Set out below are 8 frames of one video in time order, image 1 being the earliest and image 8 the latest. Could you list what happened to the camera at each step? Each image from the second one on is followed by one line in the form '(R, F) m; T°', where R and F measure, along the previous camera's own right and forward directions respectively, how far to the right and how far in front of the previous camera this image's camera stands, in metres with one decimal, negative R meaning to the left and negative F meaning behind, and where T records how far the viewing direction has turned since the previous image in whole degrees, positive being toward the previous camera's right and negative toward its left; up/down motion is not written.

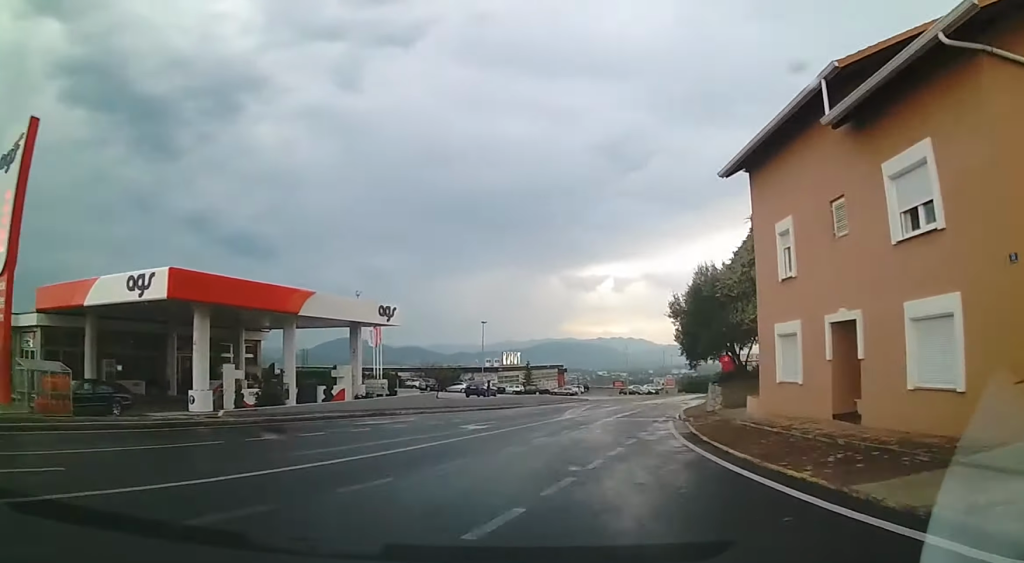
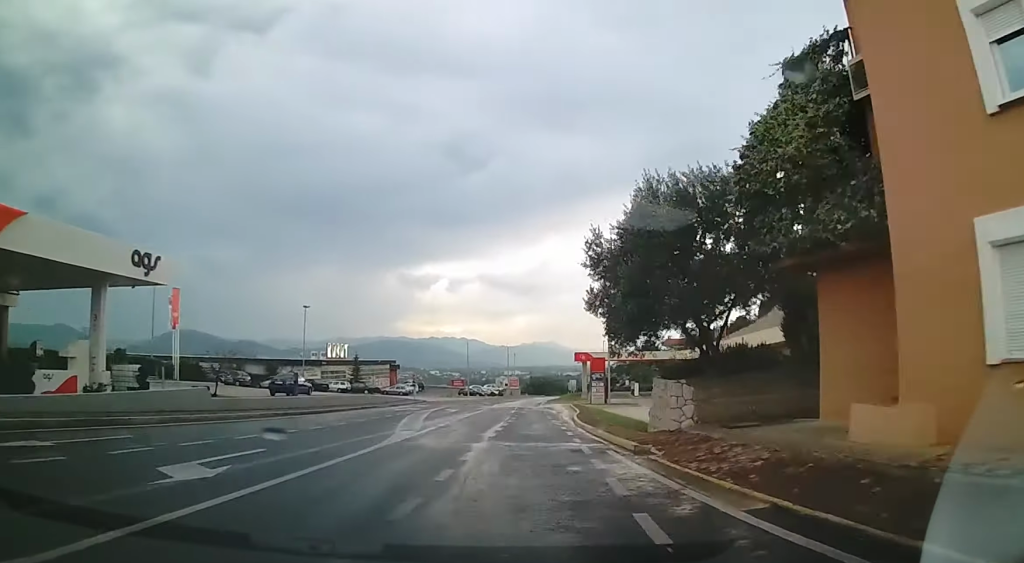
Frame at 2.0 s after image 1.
(-1.0, +16.7) m; -7°
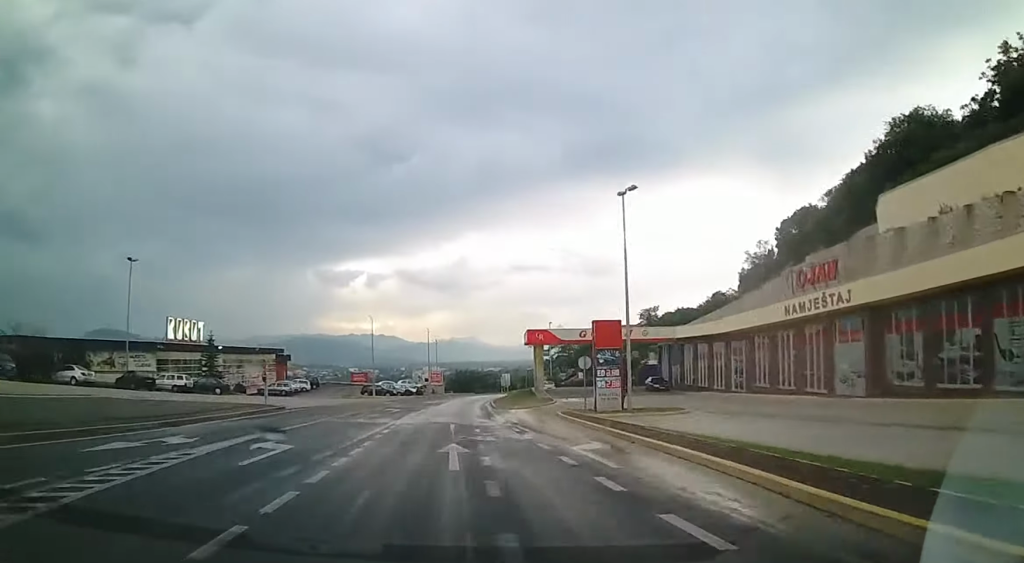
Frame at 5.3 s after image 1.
(-2.7, +30.3) m; -10°
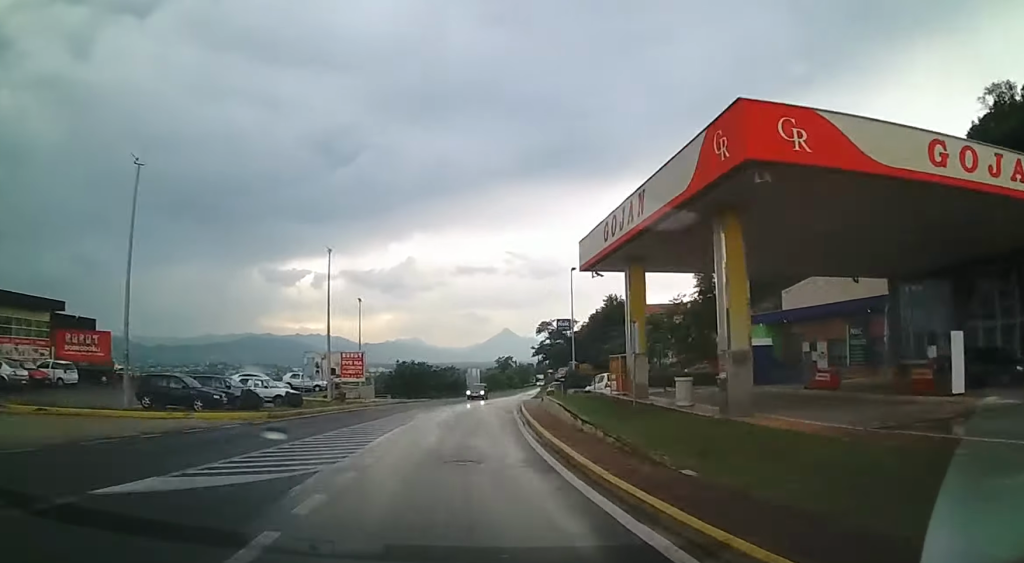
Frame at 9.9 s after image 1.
(-5.7, +50.7) m; -9°
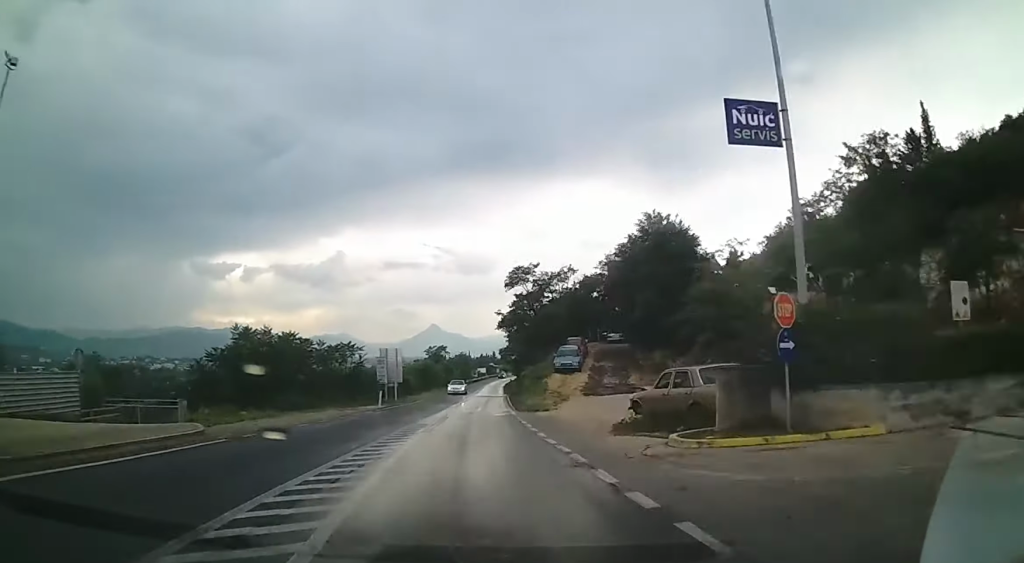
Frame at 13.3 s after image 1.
(-1.3, +40.9) m; -3°
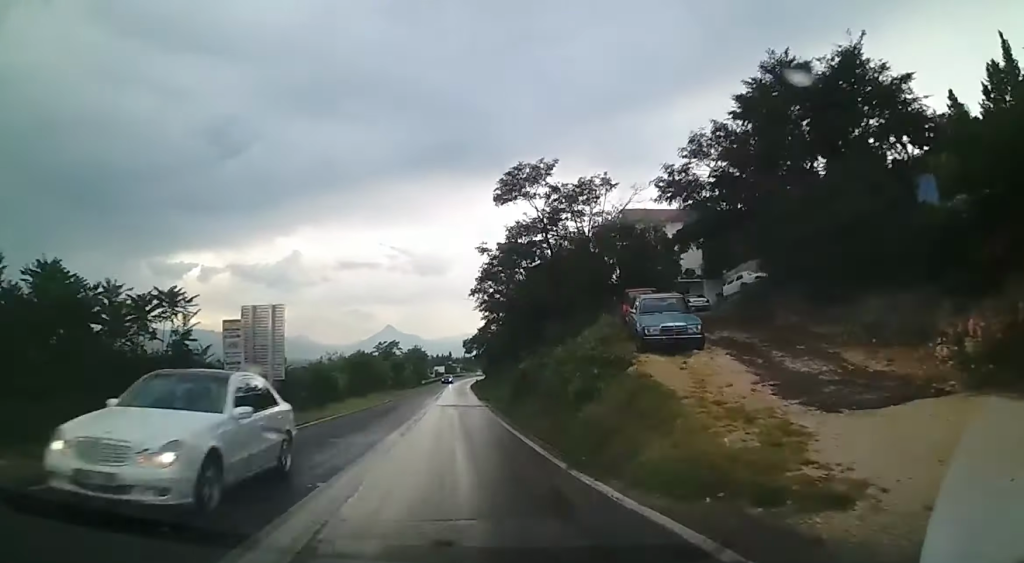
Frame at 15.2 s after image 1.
(-0.3, +20.8) m; -2°
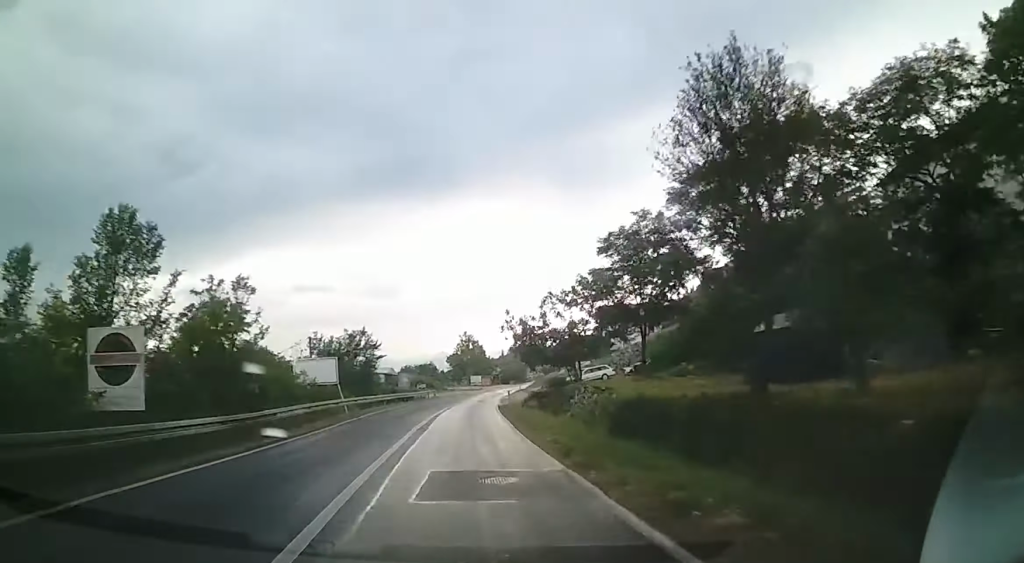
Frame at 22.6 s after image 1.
(-4.6, +94.2) m; -6°
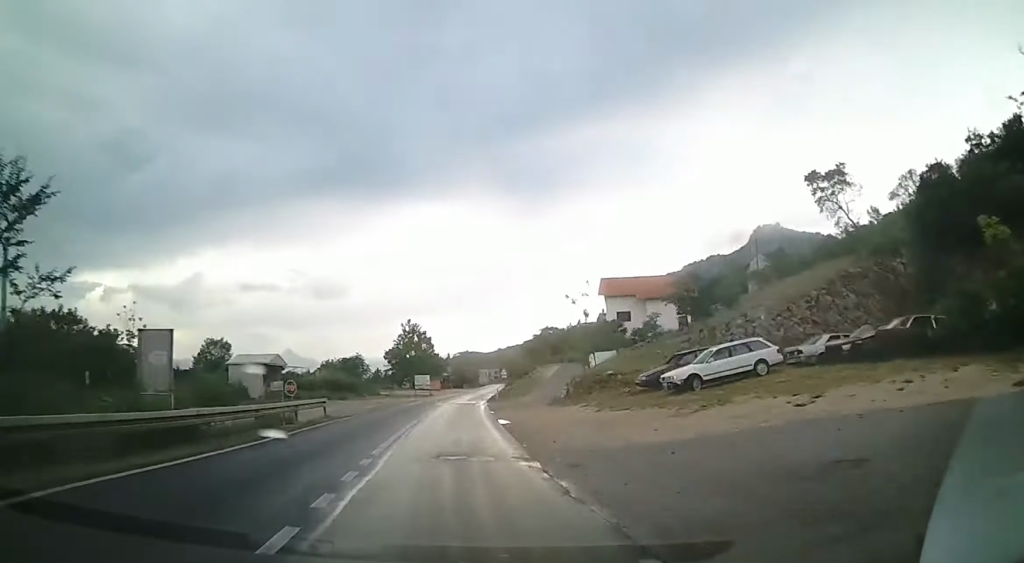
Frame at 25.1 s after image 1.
(-0.6, +31.5) m; -3°
